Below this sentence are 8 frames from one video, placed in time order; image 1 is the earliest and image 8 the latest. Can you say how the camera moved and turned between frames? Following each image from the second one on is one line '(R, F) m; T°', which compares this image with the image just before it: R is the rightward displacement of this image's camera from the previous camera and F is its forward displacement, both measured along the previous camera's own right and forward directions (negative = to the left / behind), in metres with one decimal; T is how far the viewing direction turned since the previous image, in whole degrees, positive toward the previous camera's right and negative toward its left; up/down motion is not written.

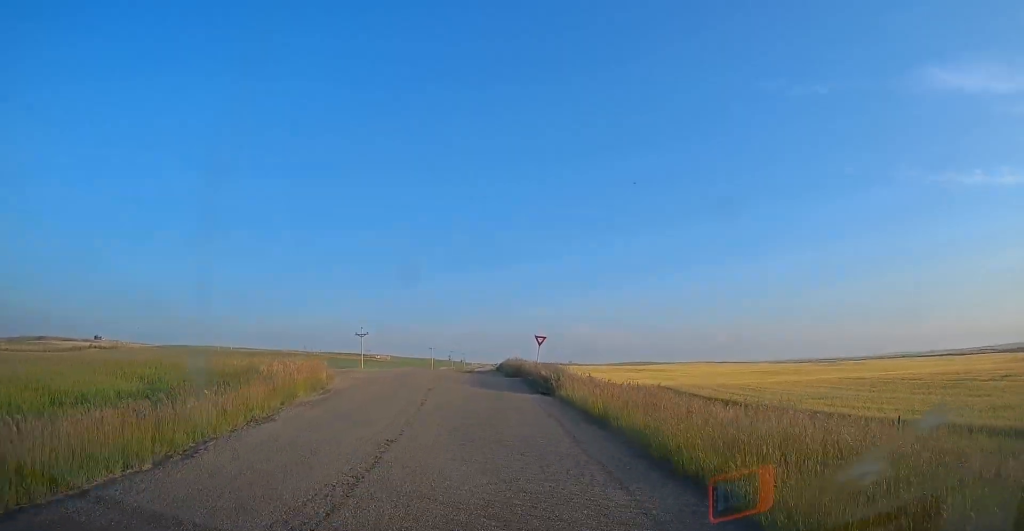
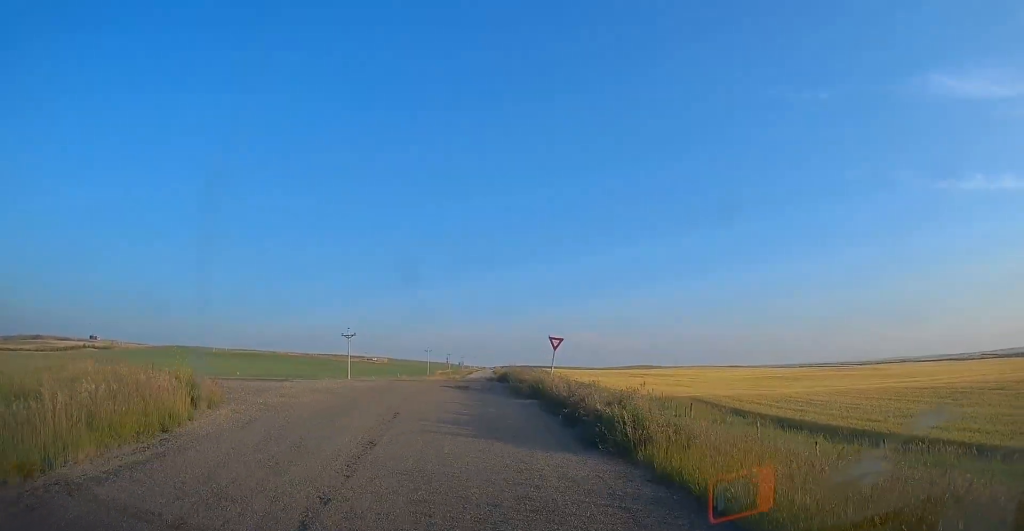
(0.0, +10.5) m; -1°
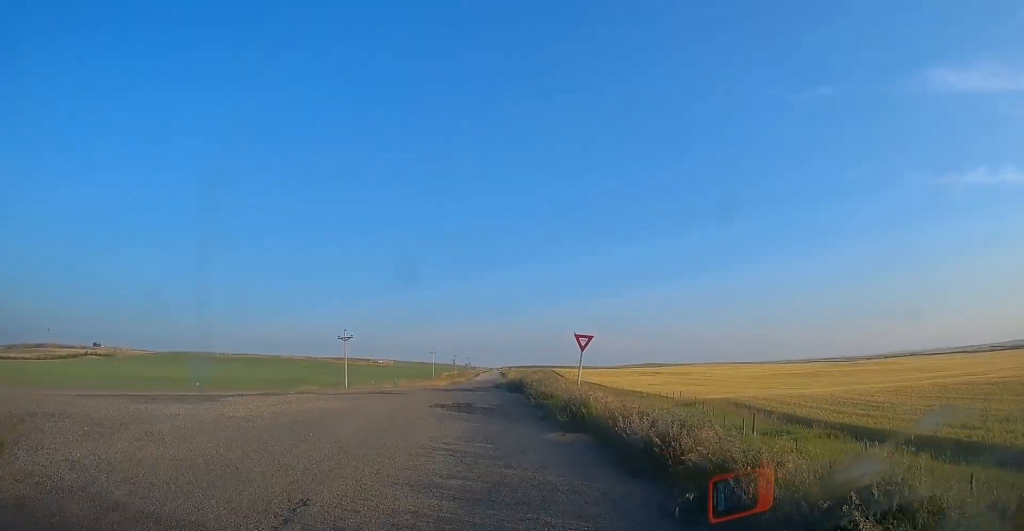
(-0.2, +7.9) m; -4°
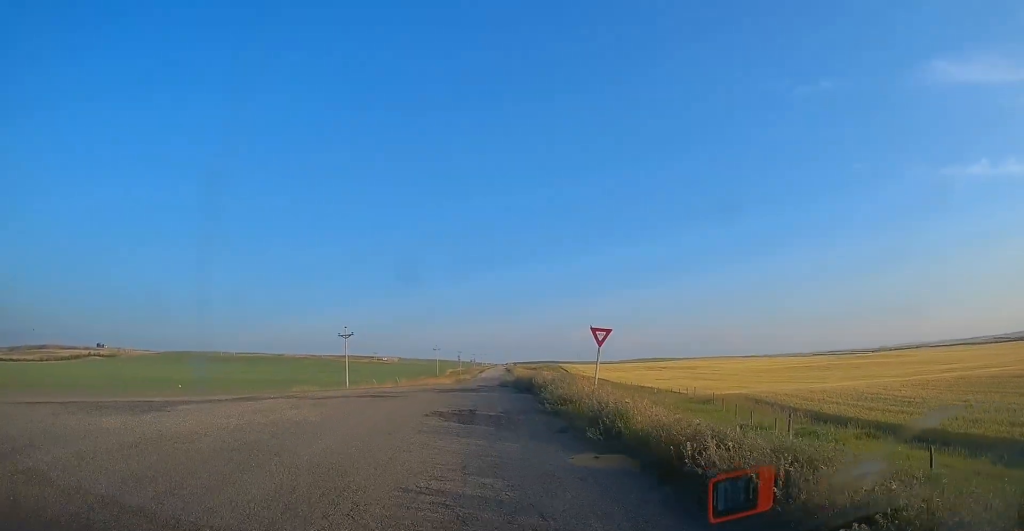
(-0.3, +3.2) m; -1°
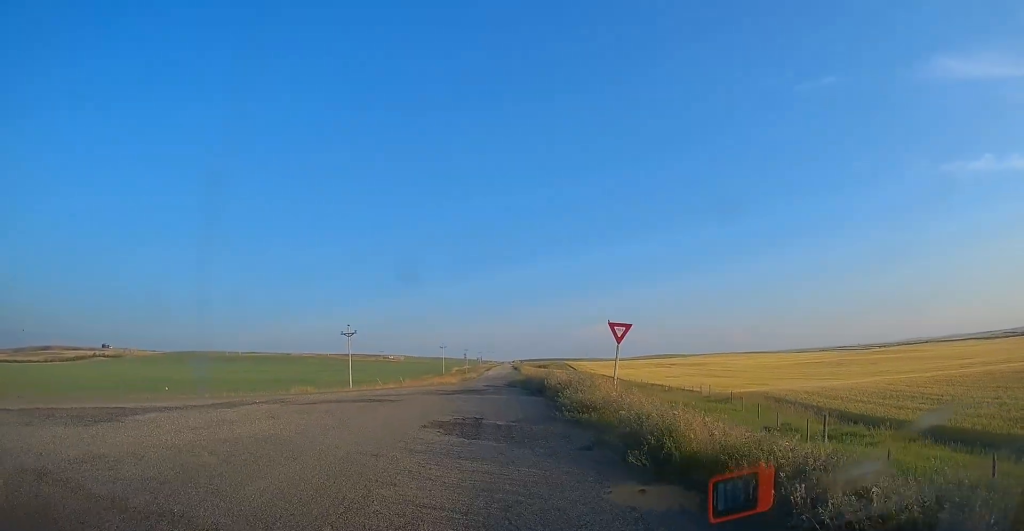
(+0.1, +2.3) m; +1°
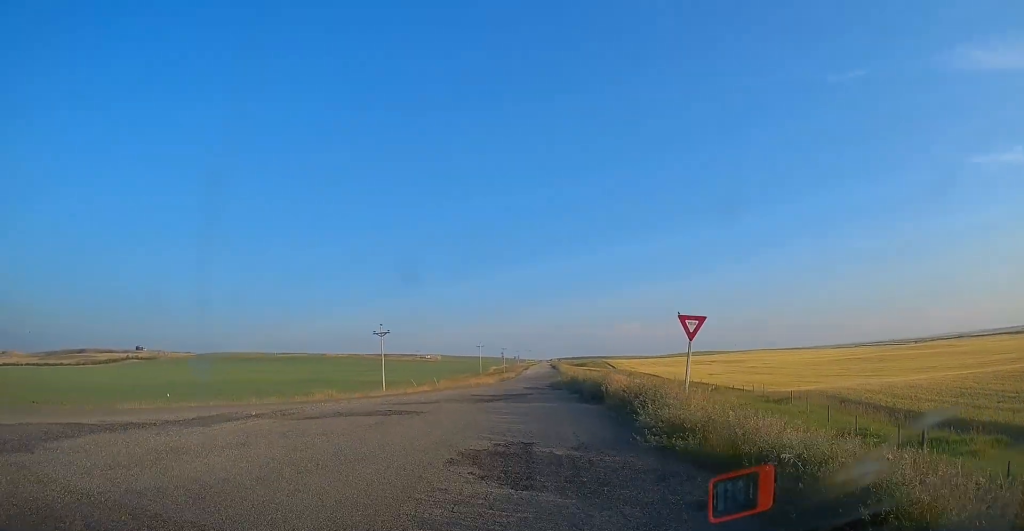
(+0.3, +4.1) m; +1°
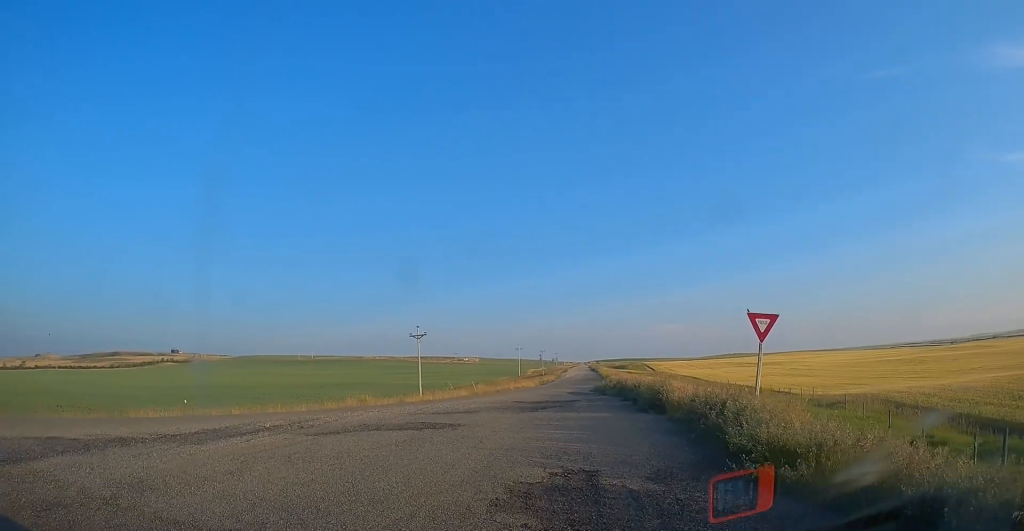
(+0.1, +2.3) m; -9°
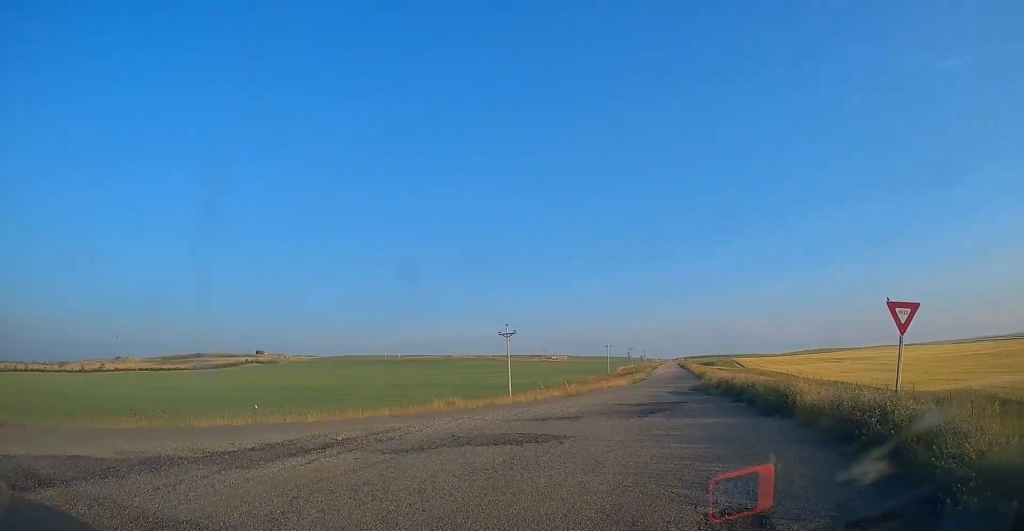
(-0.6, +2.2) m; -17°
